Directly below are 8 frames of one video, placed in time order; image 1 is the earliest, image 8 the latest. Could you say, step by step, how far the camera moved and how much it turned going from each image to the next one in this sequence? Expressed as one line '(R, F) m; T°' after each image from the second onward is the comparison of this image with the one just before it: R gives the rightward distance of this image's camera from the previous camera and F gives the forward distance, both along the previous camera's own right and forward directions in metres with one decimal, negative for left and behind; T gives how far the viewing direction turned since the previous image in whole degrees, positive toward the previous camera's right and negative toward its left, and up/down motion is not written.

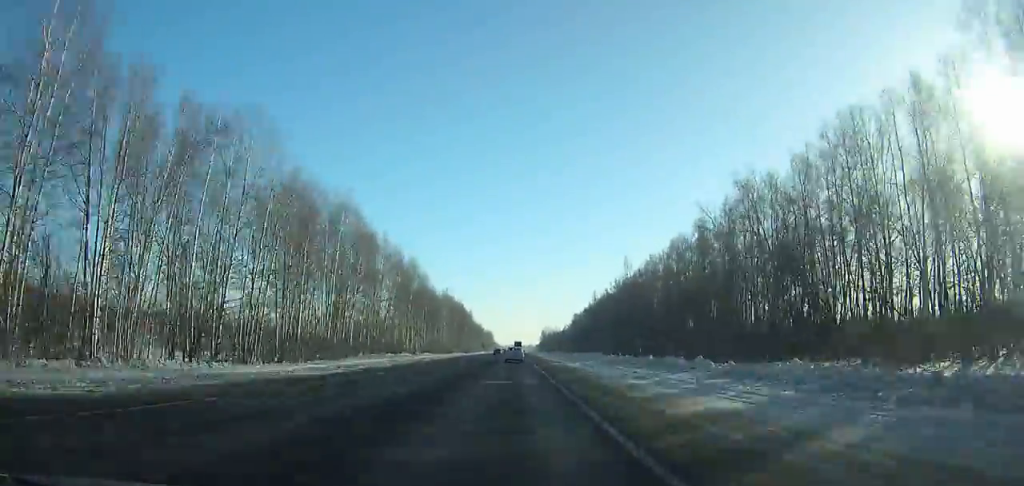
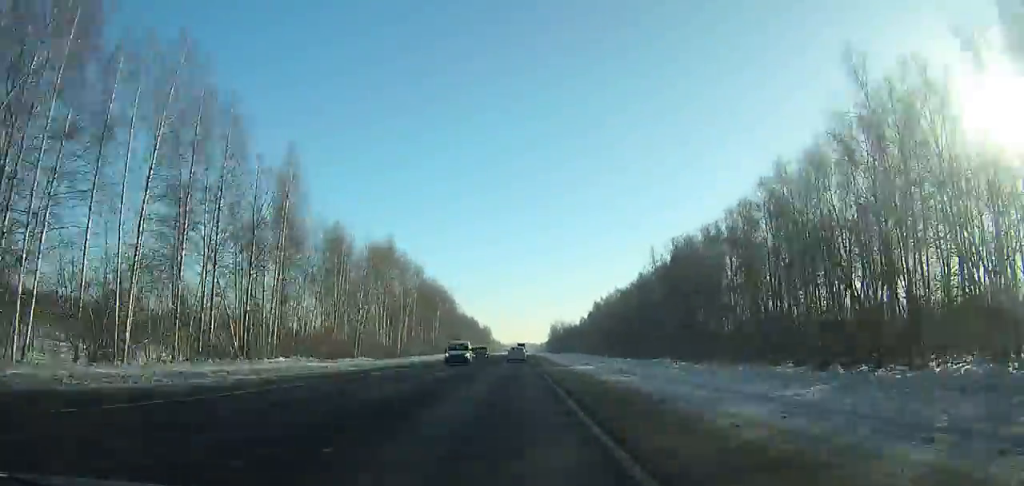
(-0.3, +83.1) m; 0°
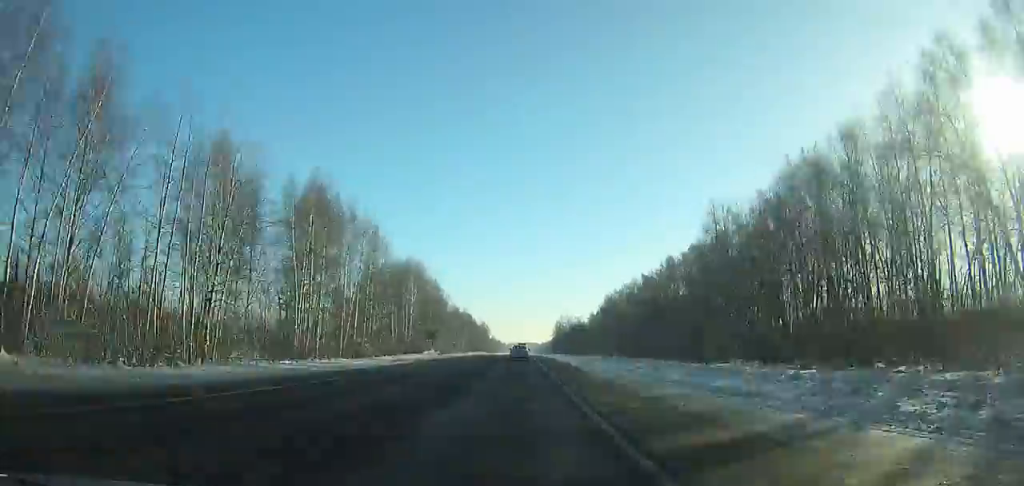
(-0.2, +36.2) m; 0°
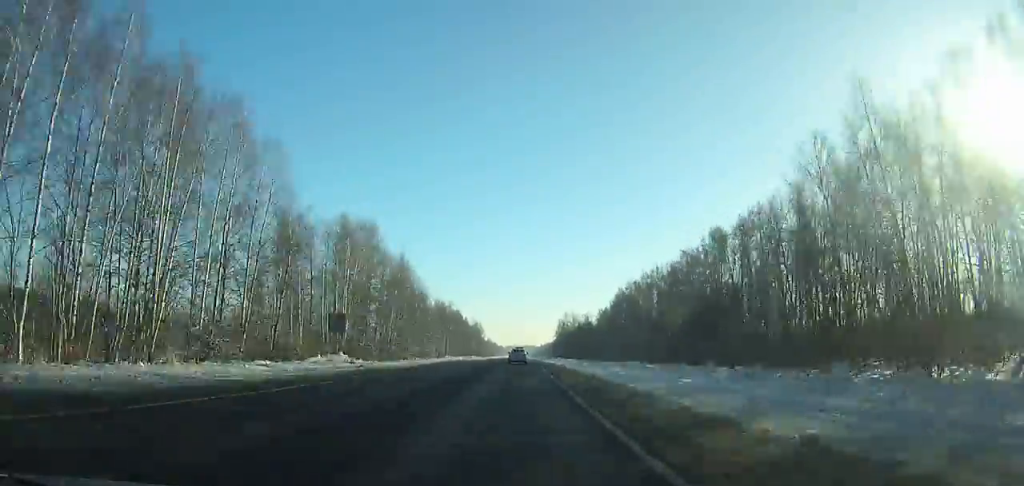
(0.0, +39.1) m; 0°
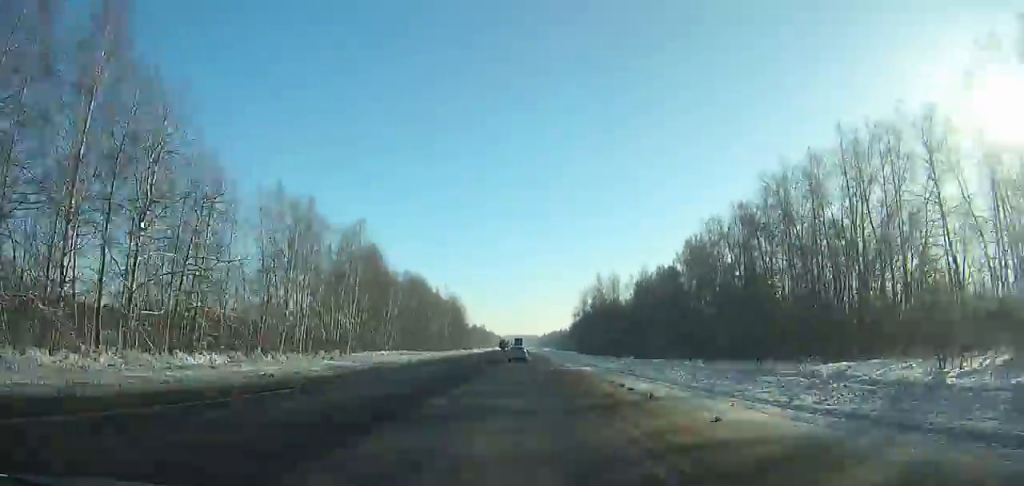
(+0.3, +102.1) m; 0°
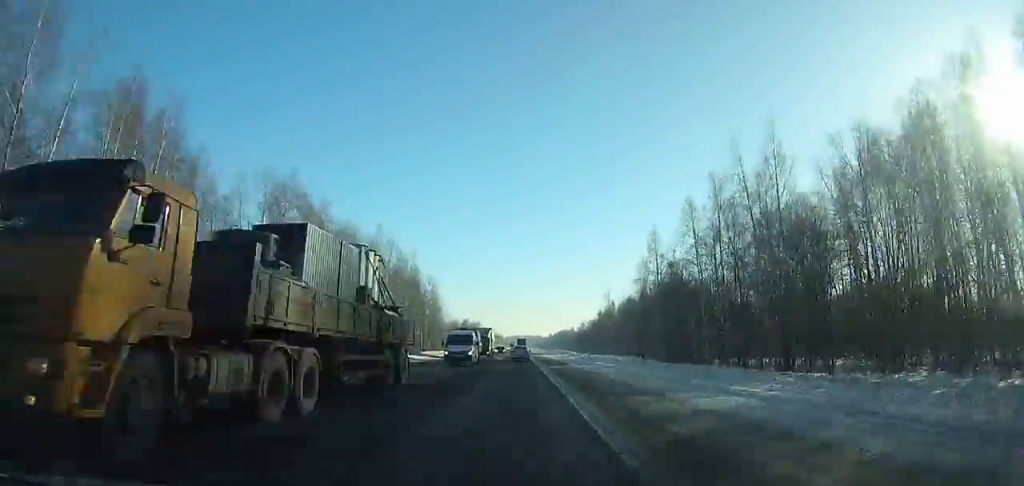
(0.0, +86.1) m; 0°
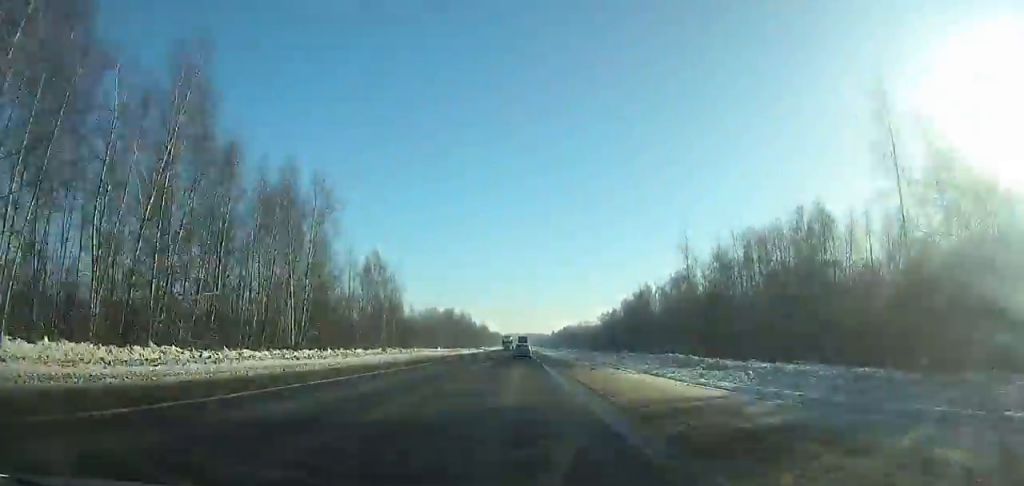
(+0.1, +74.0) m; 0°
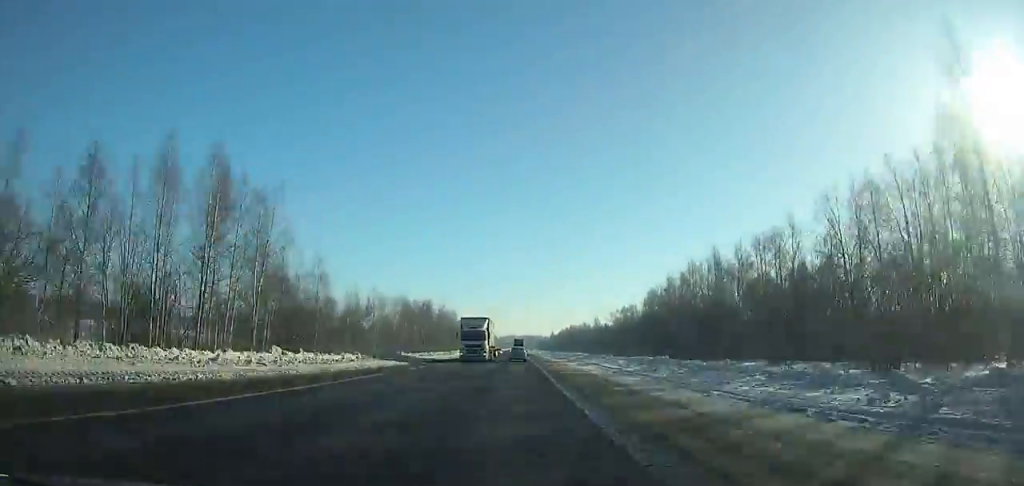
(0.0, +58.8) m; 0°
